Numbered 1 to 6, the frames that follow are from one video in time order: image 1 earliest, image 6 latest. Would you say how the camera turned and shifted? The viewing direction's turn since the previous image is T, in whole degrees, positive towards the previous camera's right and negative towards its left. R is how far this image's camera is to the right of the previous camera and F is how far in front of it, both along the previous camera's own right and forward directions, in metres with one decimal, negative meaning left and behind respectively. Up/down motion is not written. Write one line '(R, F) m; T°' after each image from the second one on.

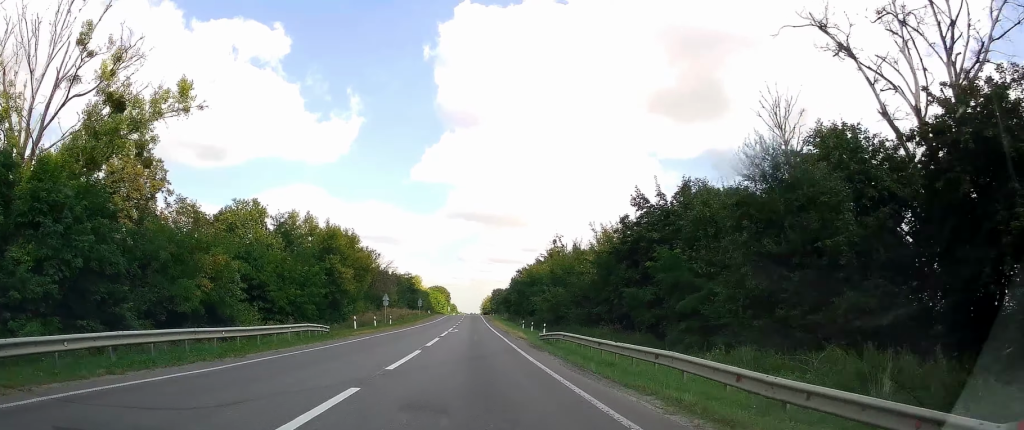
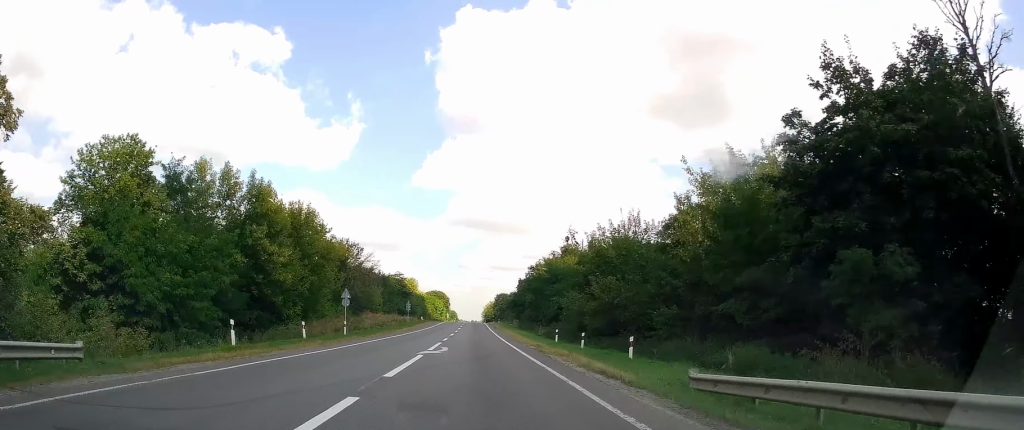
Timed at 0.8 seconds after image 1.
(-0.1, +25.1) m; 0°
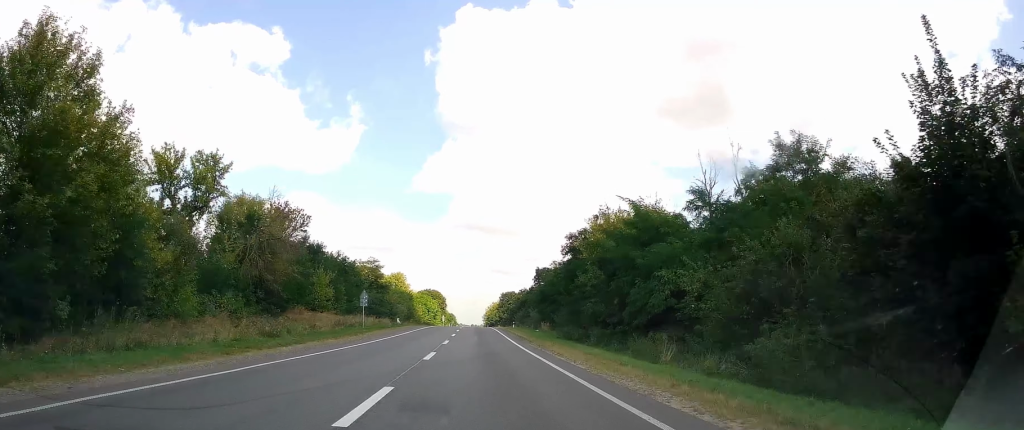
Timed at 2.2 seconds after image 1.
(0.0, +41.2) m; 0°
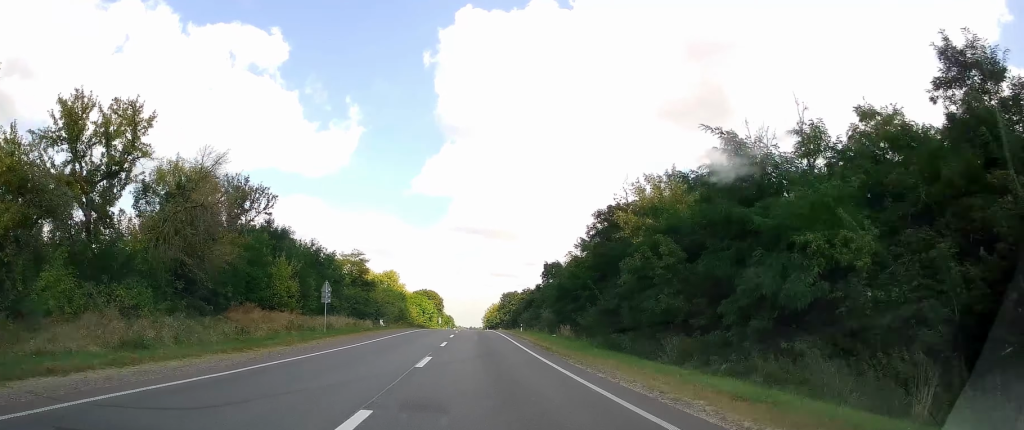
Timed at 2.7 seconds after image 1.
(0.0, +15.0) m; 0°
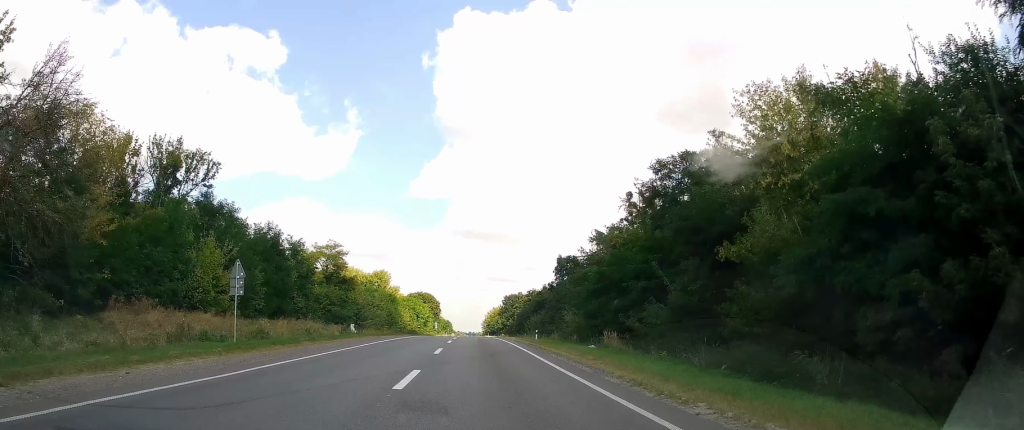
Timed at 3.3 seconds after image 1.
(+0.3, +17.5) m; -1°
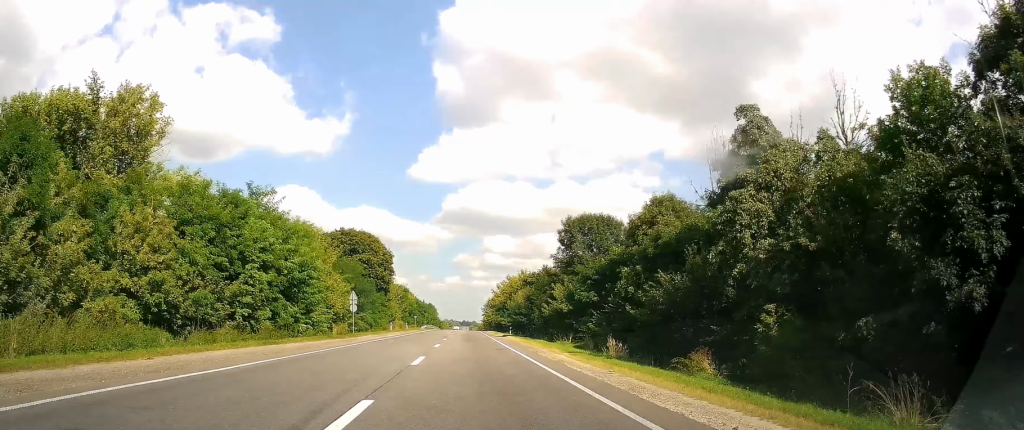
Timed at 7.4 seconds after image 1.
(+1.6, +121.5) m; +2°
